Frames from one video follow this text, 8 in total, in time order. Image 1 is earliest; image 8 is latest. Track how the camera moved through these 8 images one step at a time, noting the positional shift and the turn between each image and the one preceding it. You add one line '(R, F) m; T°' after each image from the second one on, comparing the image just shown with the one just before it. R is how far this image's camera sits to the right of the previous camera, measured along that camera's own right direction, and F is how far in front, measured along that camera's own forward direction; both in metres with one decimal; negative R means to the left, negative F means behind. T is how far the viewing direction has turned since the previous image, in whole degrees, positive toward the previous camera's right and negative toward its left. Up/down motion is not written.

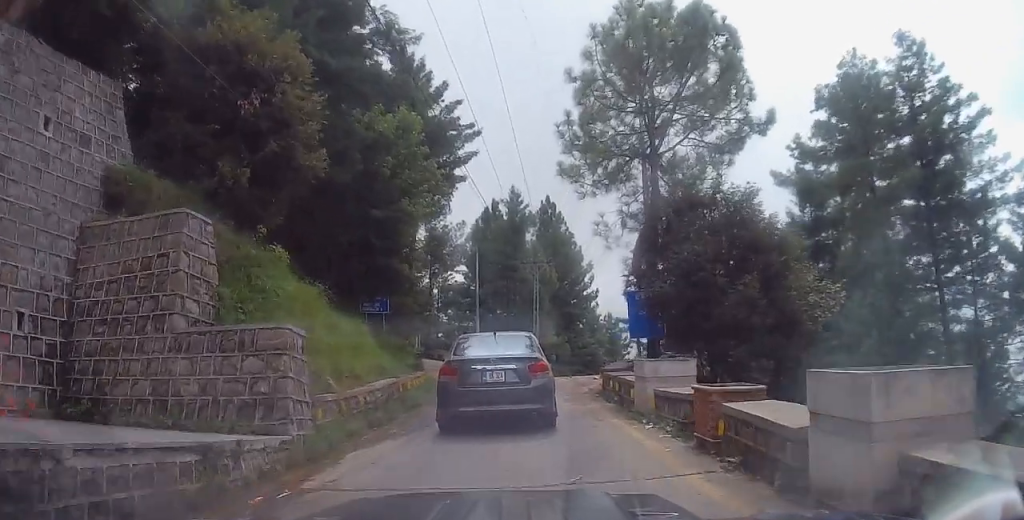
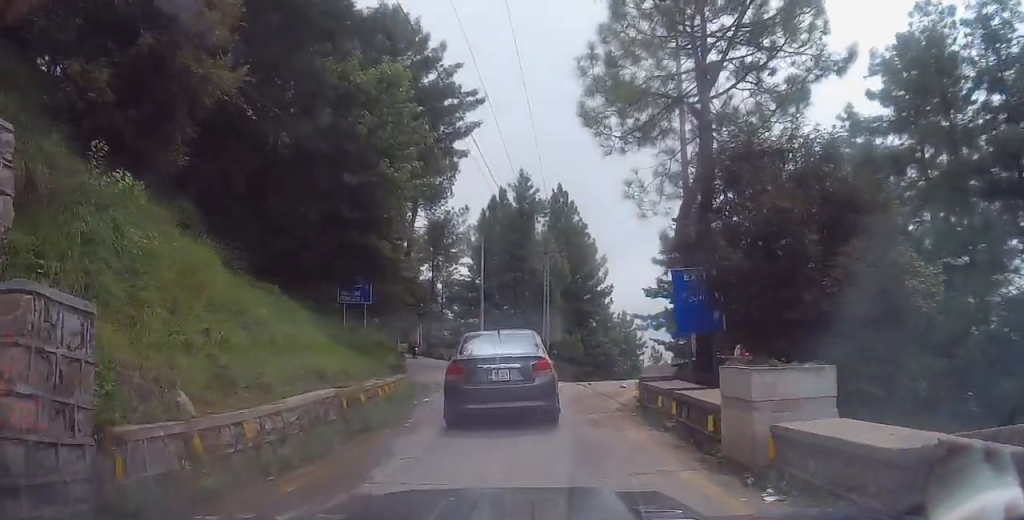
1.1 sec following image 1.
(+0.3, +4.2) m; -2°
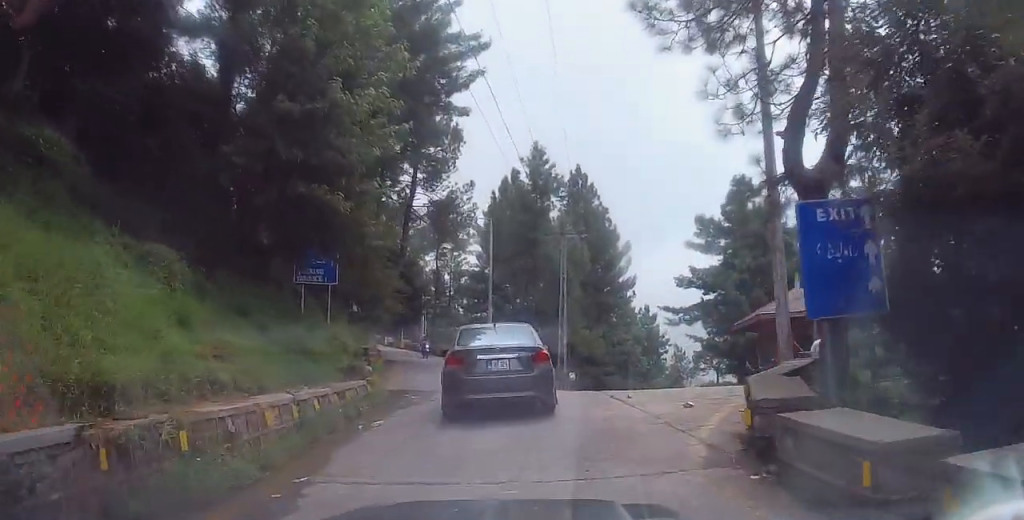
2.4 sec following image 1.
(-0.4, +5.4) m; -2°
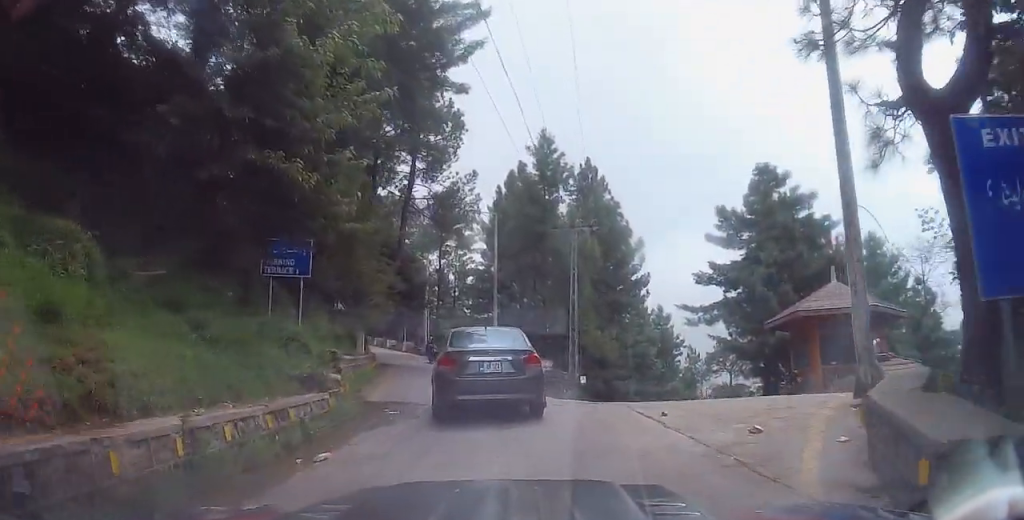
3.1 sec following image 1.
(+0.4, +2.6) m; -3°
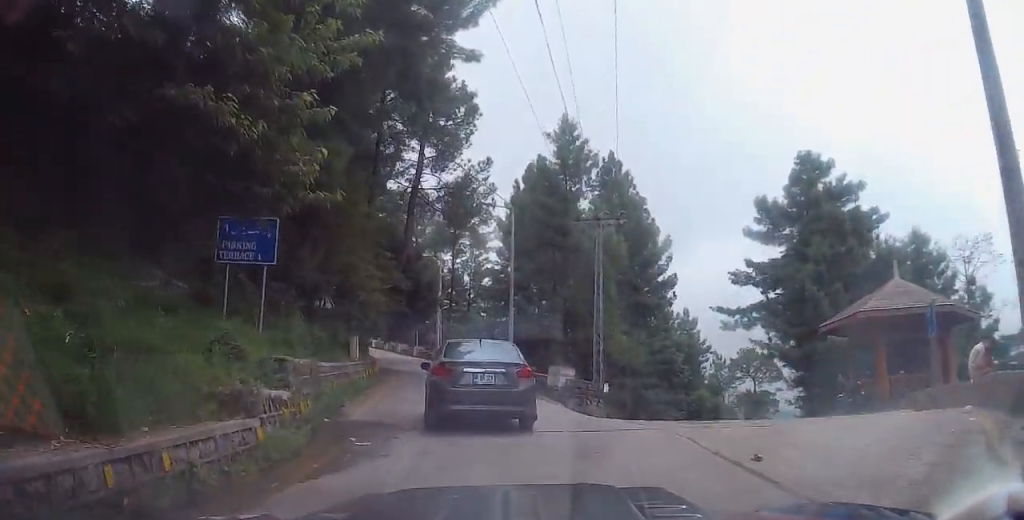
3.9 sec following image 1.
(-0.4, +2.8) m; -1°
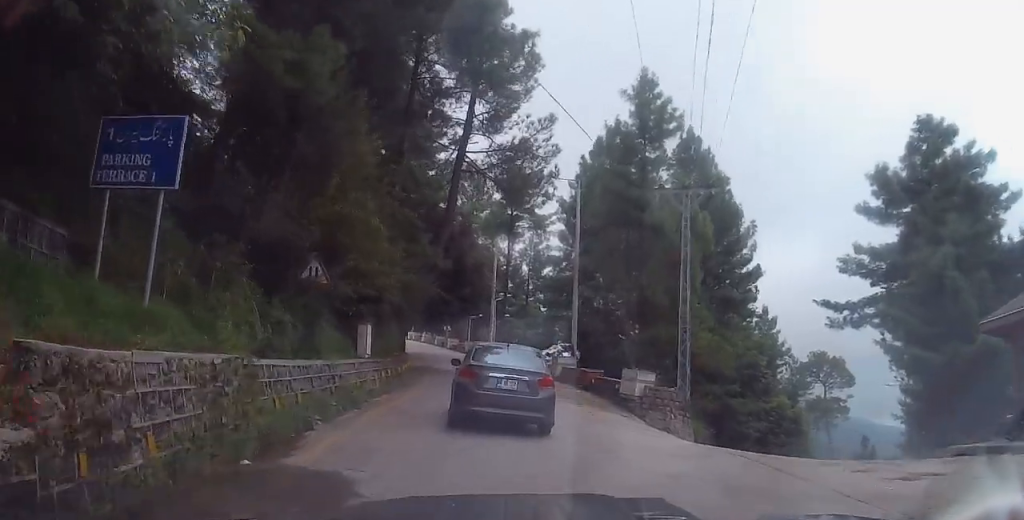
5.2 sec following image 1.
(+0.5, +5.1) m; +4°
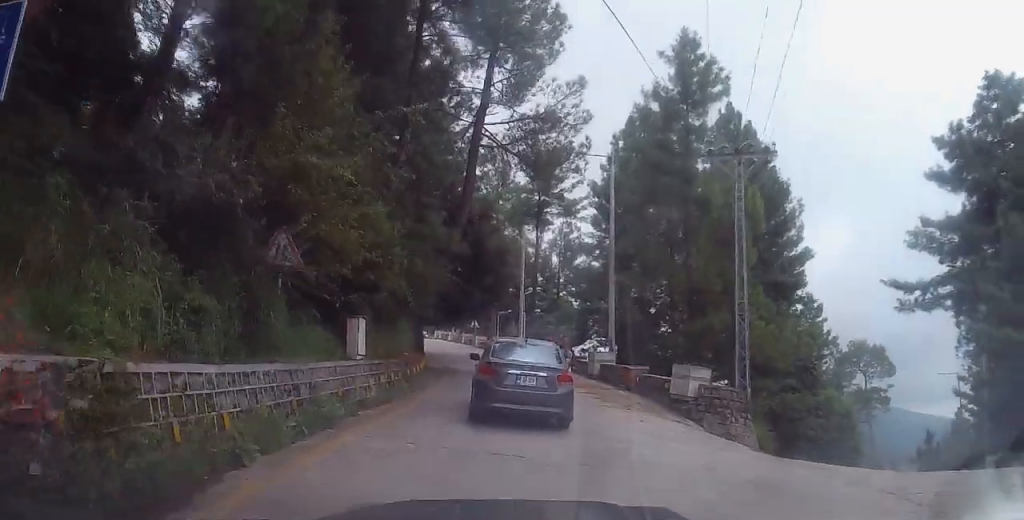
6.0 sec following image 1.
(-0.4, +3.2) m; -1°
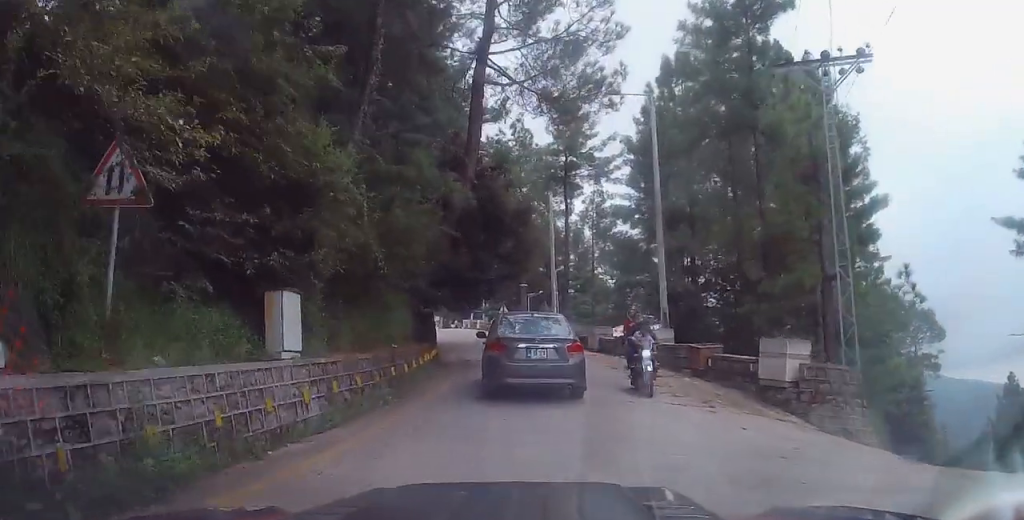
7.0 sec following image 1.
(+0.3, +4.8) m; -1°
